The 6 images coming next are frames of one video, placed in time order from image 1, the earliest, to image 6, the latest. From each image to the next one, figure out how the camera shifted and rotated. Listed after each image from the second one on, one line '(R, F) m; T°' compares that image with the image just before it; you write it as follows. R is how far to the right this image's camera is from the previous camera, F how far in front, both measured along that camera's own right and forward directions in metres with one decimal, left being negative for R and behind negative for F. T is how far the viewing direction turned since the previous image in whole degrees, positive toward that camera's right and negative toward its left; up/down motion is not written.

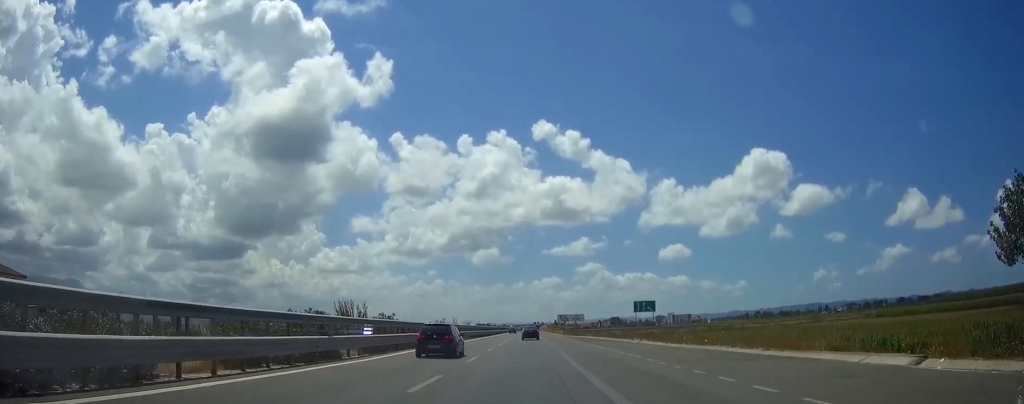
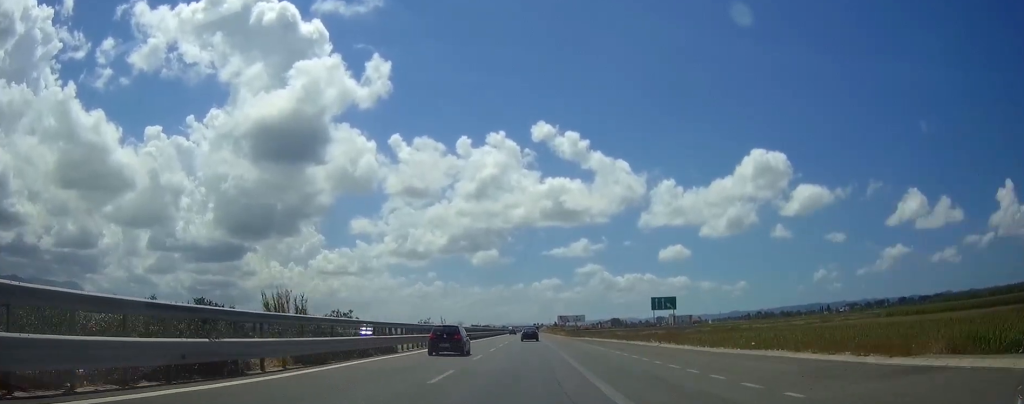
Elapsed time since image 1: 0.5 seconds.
(0.0, +9.0) m; 0°
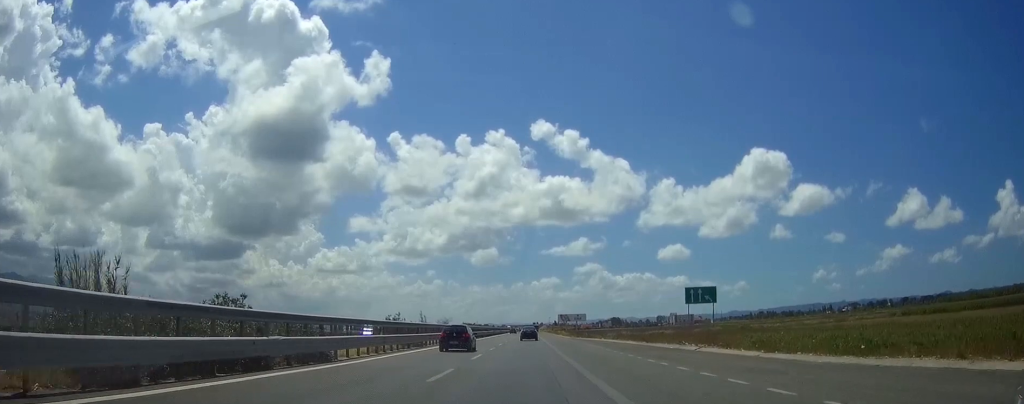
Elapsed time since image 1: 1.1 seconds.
(0.0, +11.6) m; 0°
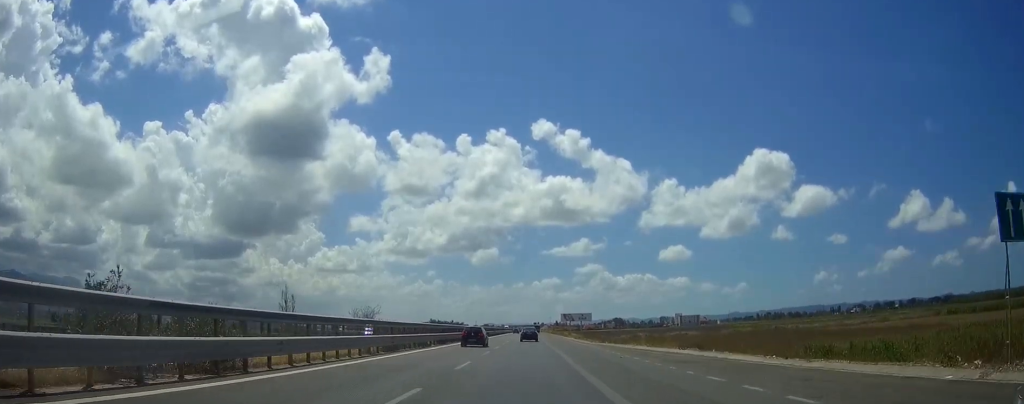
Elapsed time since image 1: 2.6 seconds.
(-0.1, +30.1) m; 0°
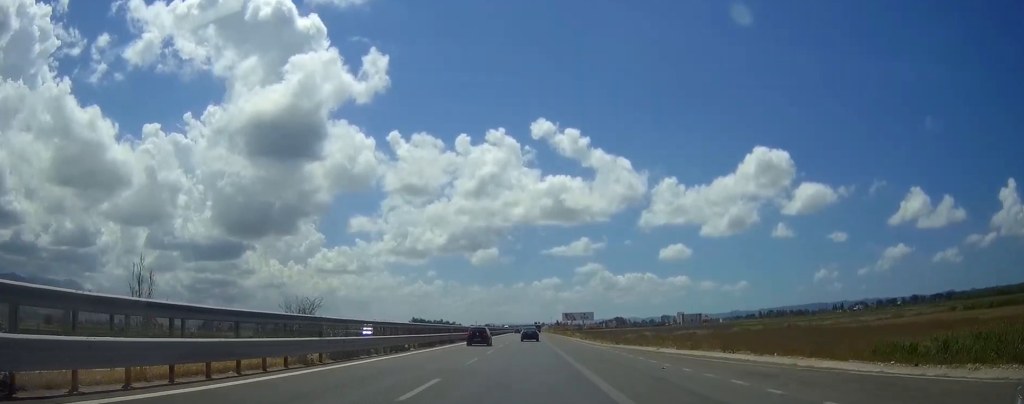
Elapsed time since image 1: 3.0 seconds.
(0.0, +9.8) m; 0°
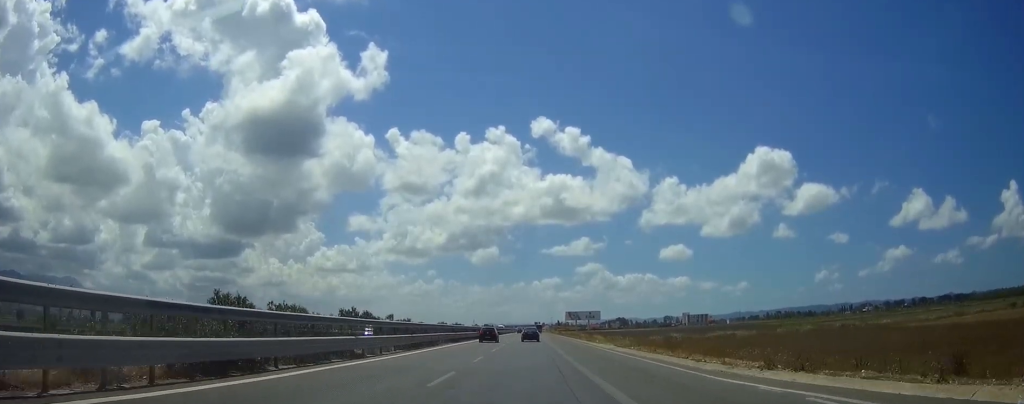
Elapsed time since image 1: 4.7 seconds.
(-0.1, +32.8) m; 0°
